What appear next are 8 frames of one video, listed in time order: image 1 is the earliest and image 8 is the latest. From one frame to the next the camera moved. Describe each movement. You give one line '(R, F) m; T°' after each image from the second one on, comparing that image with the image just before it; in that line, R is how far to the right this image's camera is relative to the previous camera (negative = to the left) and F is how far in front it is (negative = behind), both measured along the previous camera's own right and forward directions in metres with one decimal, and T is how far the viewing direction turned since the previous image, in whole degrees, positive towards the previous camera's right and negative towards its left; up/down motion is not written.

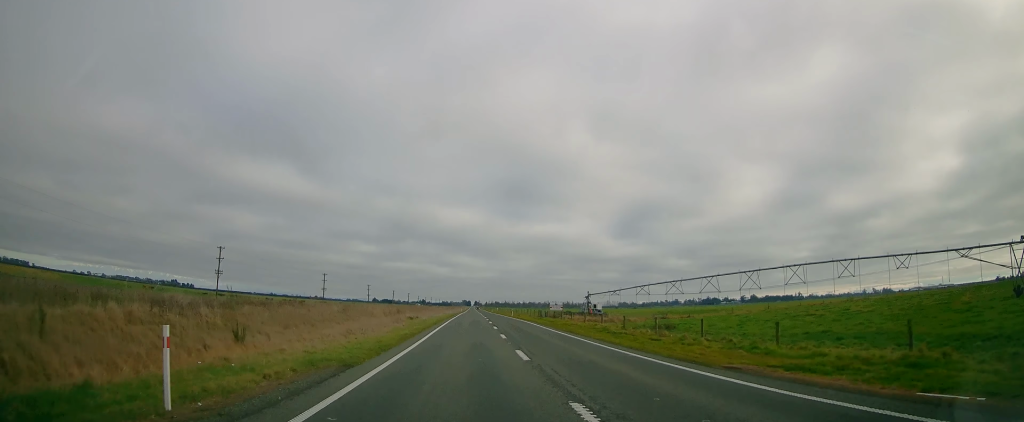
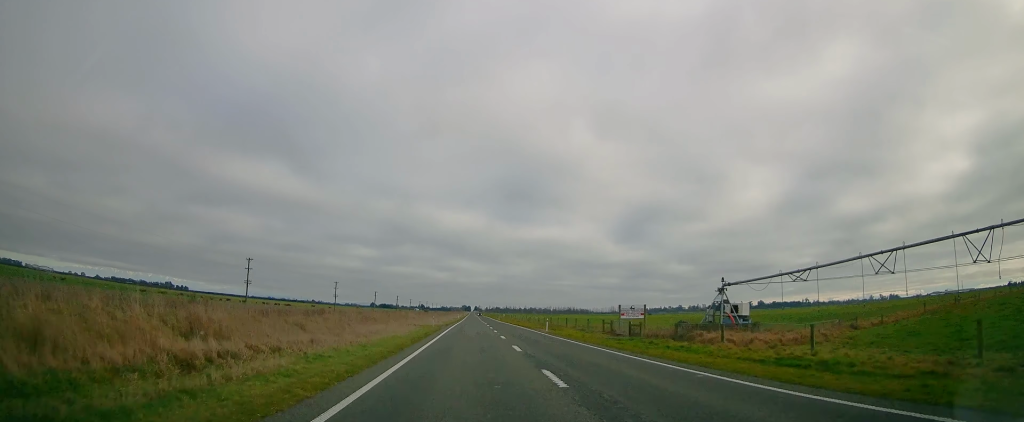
(-0.8, +44.8) m; 0°
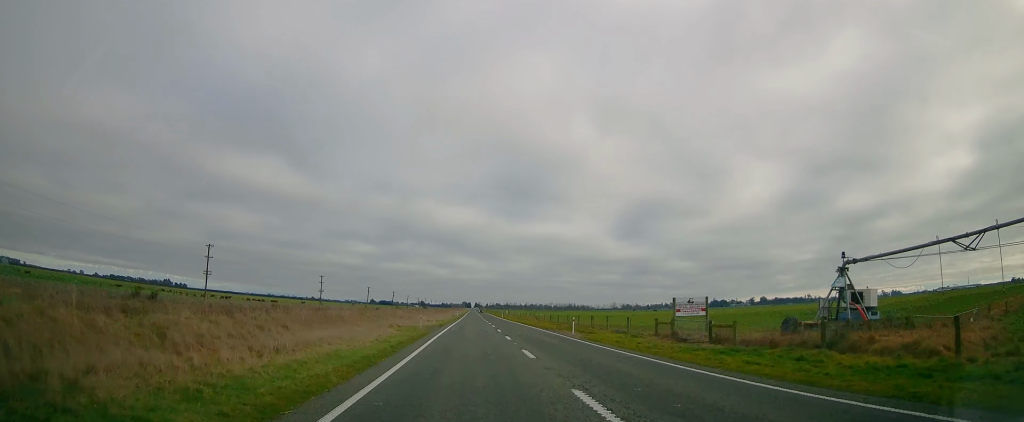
(+0.4, +13.6) m; +1°
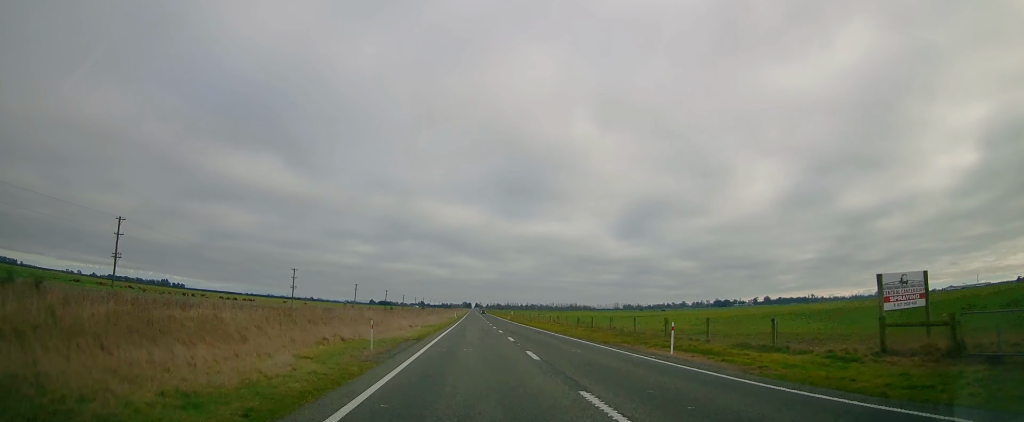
(-0.1, +19.9) m; 0°
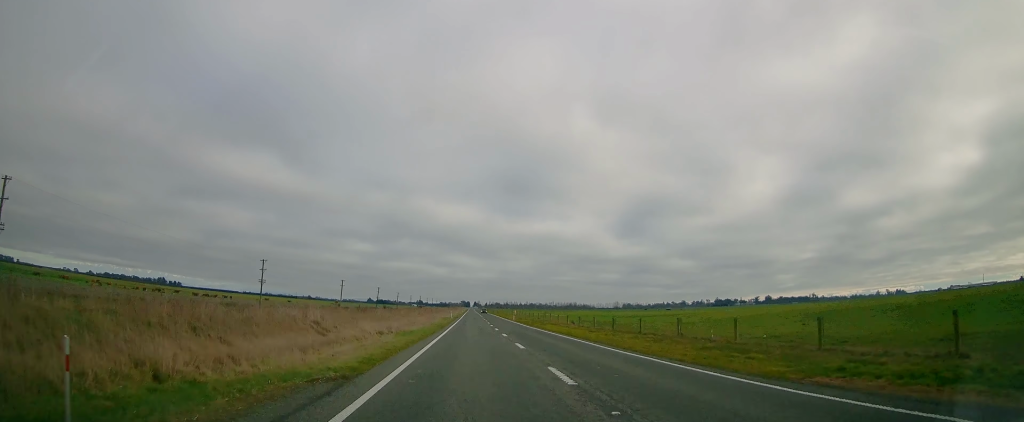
(-0.1, +15.4) m; 0°
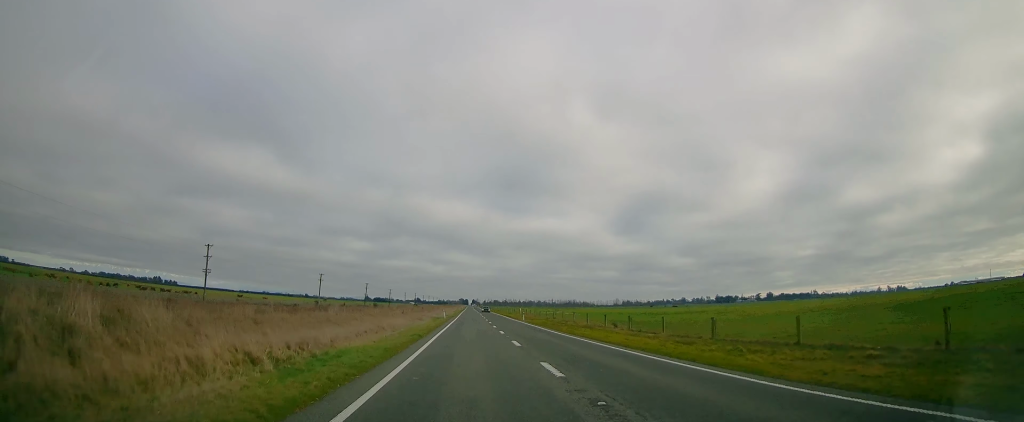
(+0.2, +19.0) m; 0°
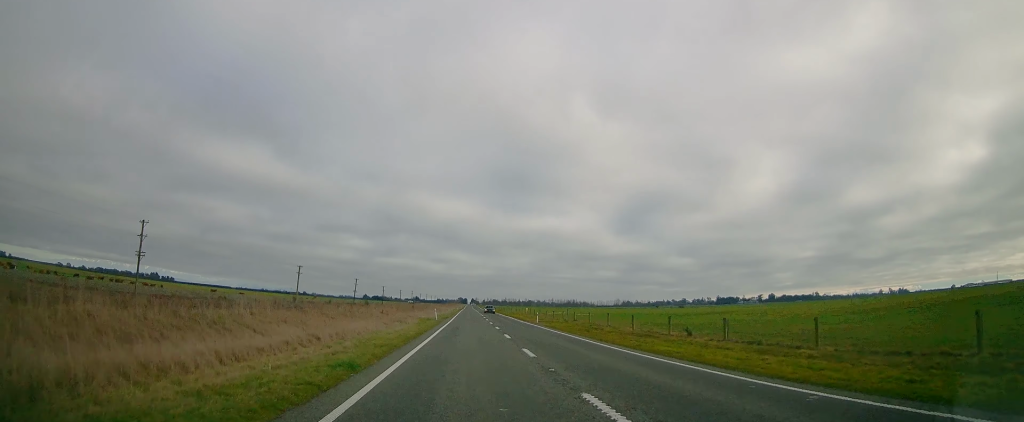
(-0.1, +15.4) m; -1°
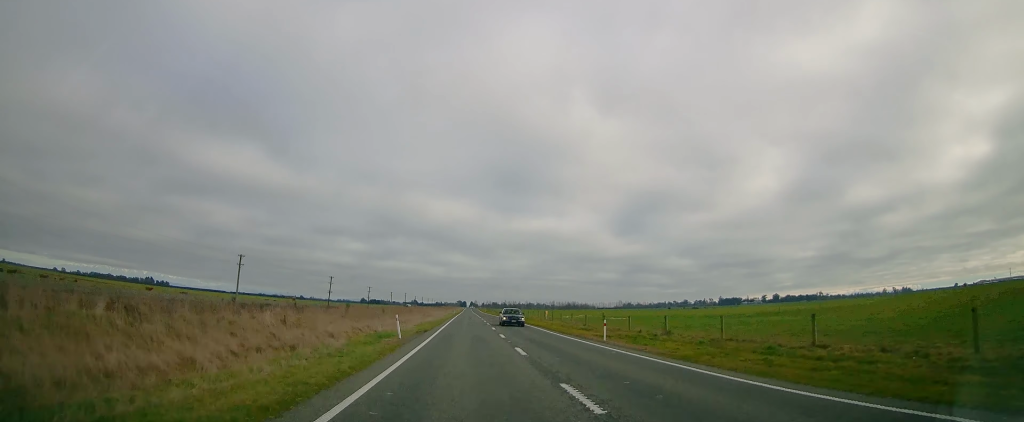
(-0.4, +28.4) m; -1°
